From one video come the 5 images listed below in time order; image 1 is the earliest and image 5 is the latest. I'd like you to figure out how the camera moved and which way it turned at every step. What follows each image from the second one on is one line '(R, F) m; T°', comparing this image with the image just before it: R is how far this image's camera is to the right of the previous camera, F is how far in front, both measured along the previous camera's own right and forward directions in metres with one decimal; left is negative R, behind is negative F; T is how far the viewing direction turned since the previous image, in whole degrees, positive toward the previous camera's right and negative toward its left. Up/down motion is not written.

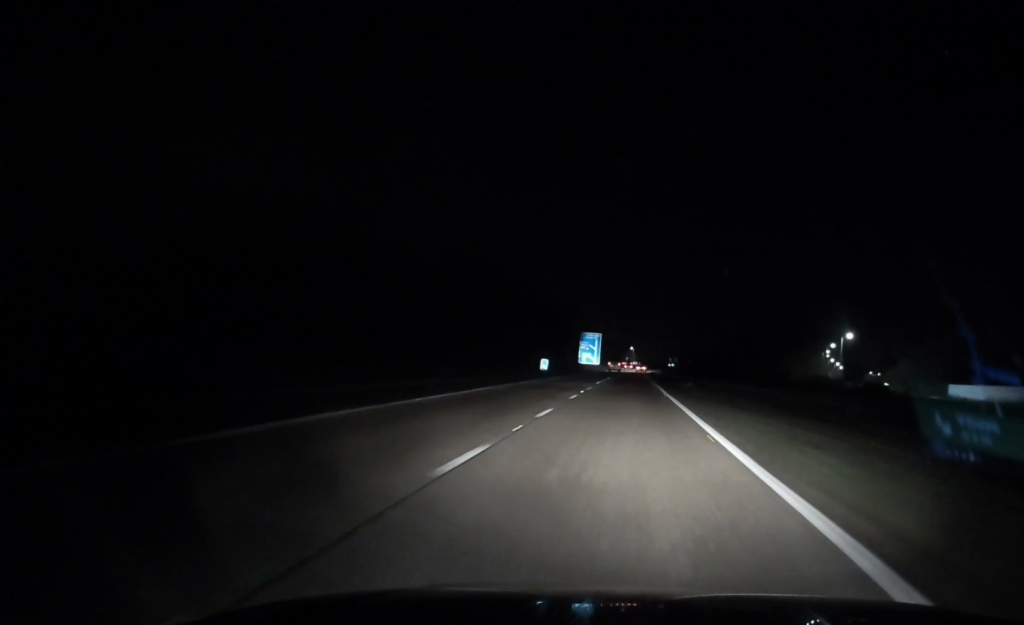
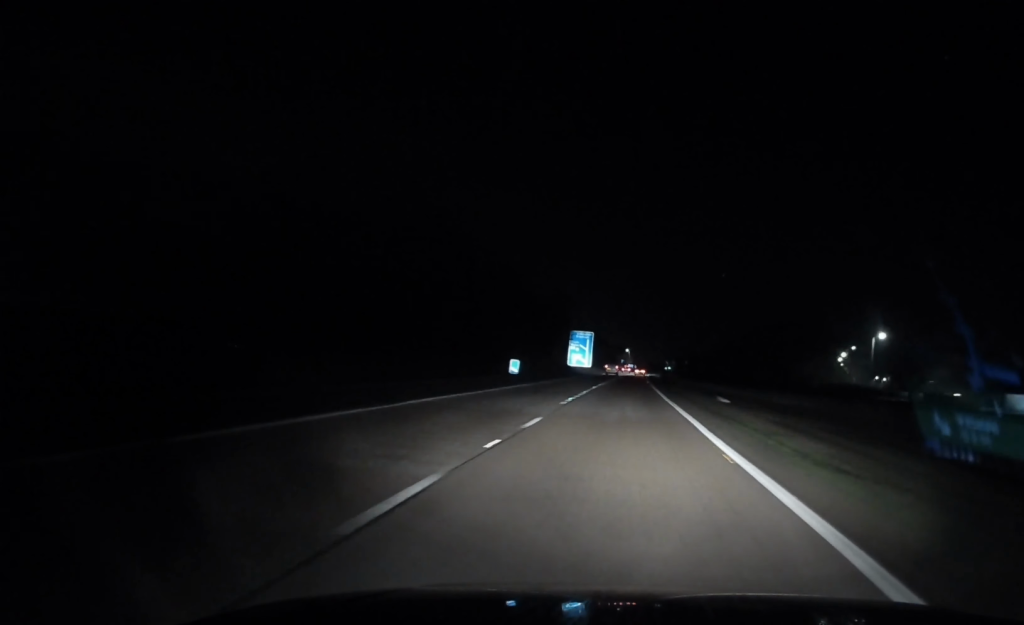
(+0.1, +20.9) m; 0°
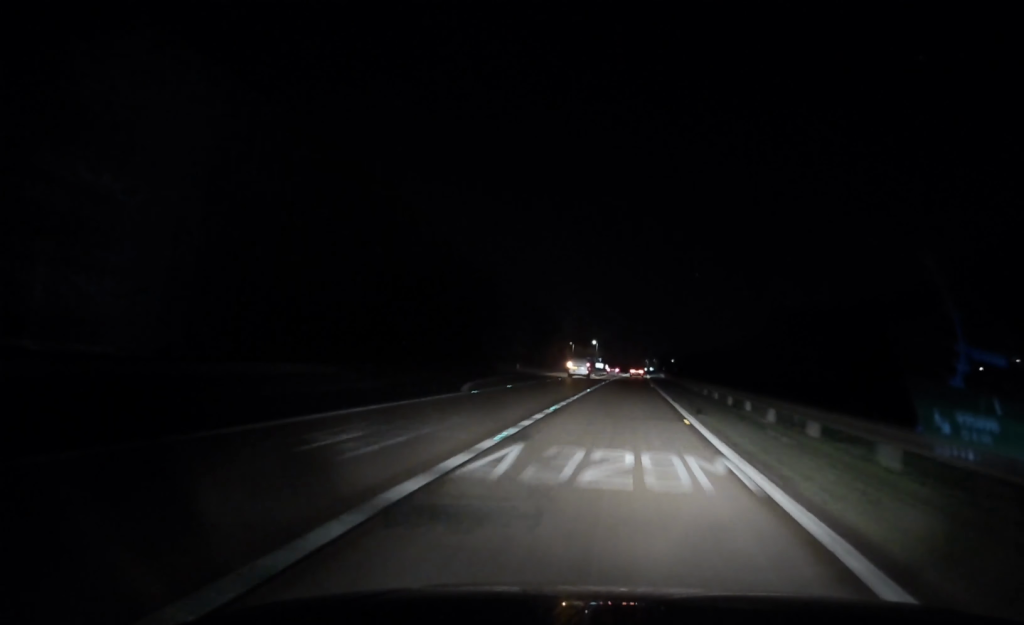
(+2.3, +148.9) m; +2°
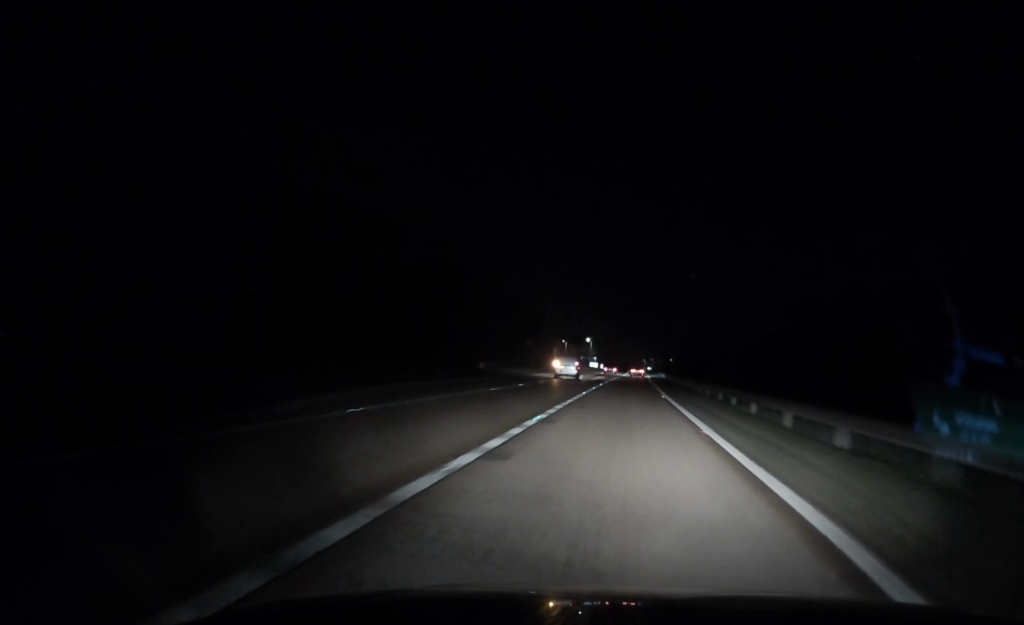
(+0.3, +21.2) m; 0°
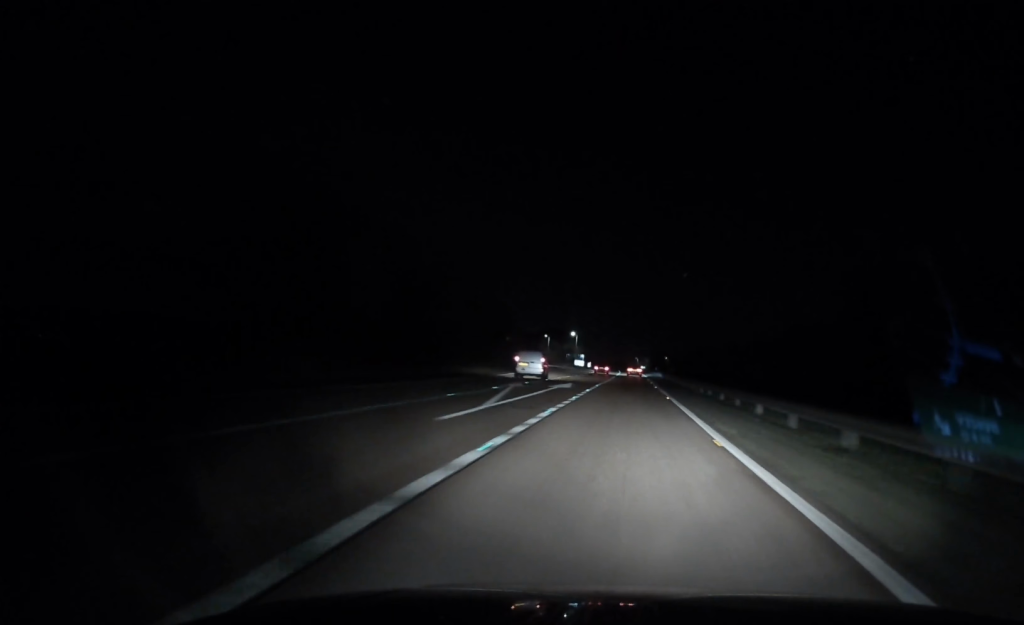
(-0.1, +39.7) m; 0°
